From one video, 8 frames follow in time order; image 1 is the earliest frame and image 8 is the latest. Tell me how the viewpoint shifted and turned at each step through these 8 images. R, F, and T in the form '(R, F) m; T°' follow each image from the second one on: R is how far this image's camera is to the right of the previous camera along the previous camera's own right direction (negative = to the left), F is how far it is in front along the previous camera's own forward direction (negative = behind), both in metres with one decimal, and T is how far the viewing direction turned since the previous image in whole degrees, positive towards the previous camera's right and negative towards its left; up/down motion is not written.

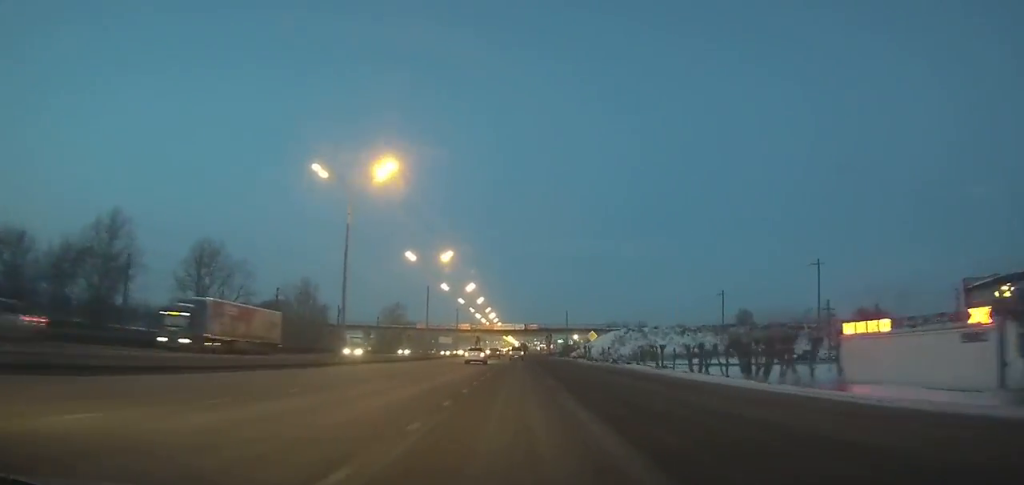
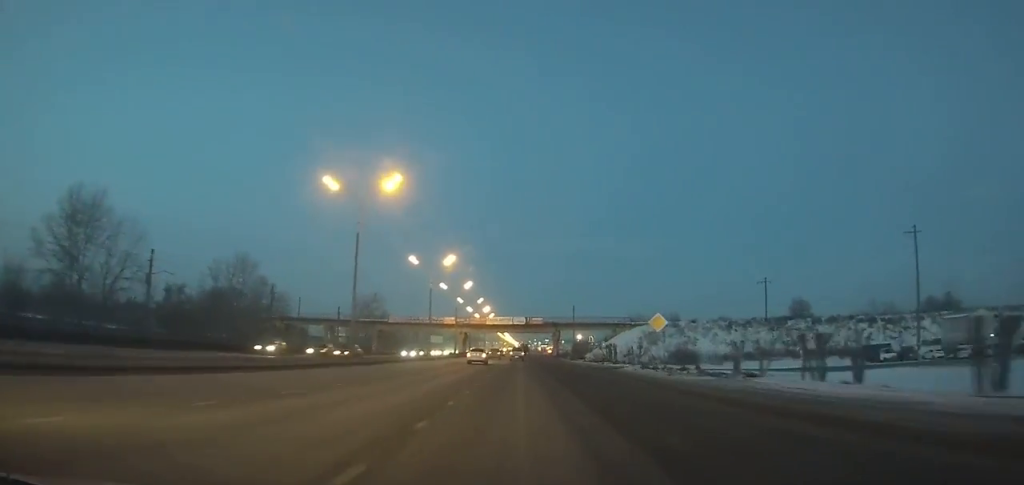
(-0.1, +31.3) m; 0°
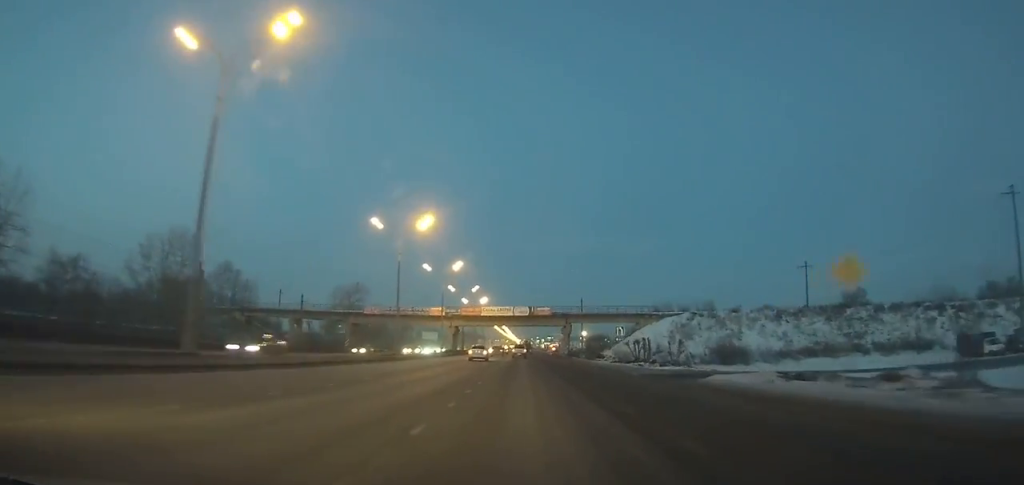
(0.0, +21.3) m; 0°
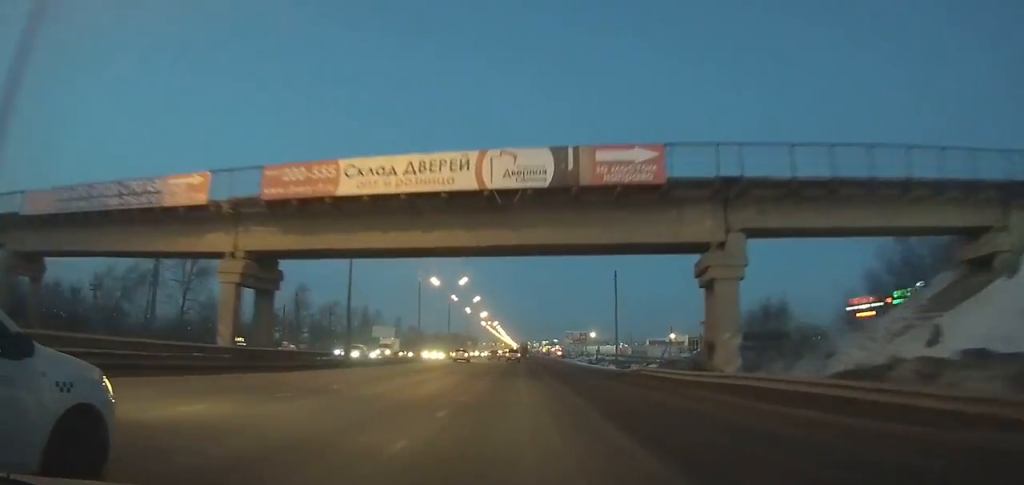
(+0.3, +75.1) m; 0°
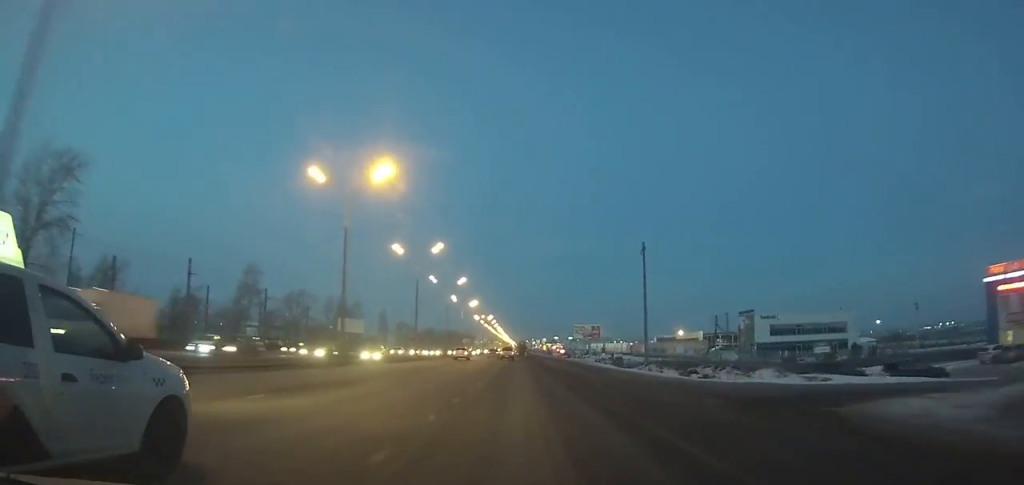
(+0.1, +29.4) m; 0°
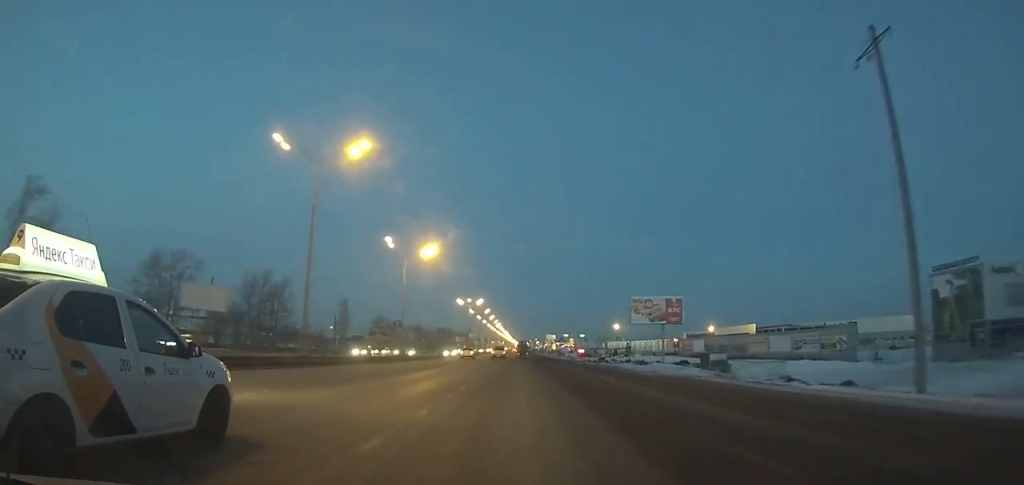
(+0.3, +64.1) m; 0°
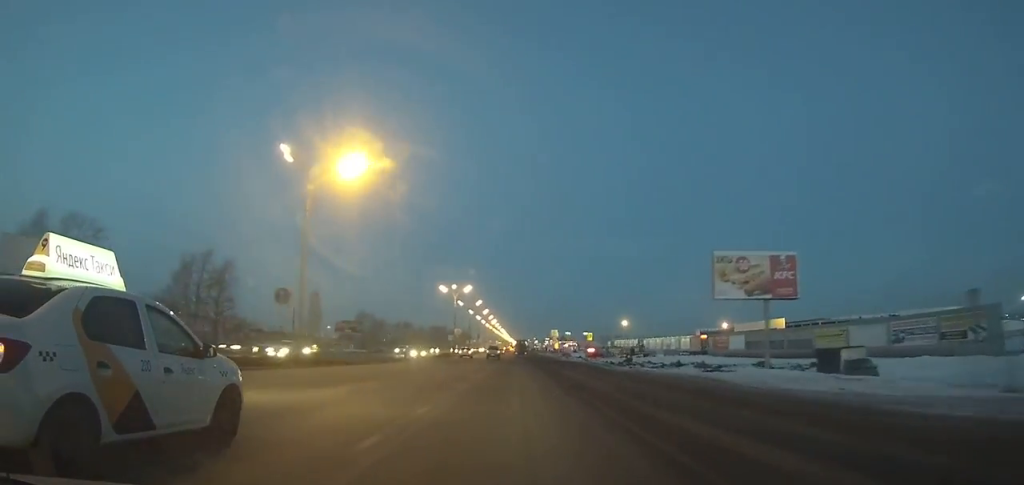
(0.0, +28.1) m; 0°
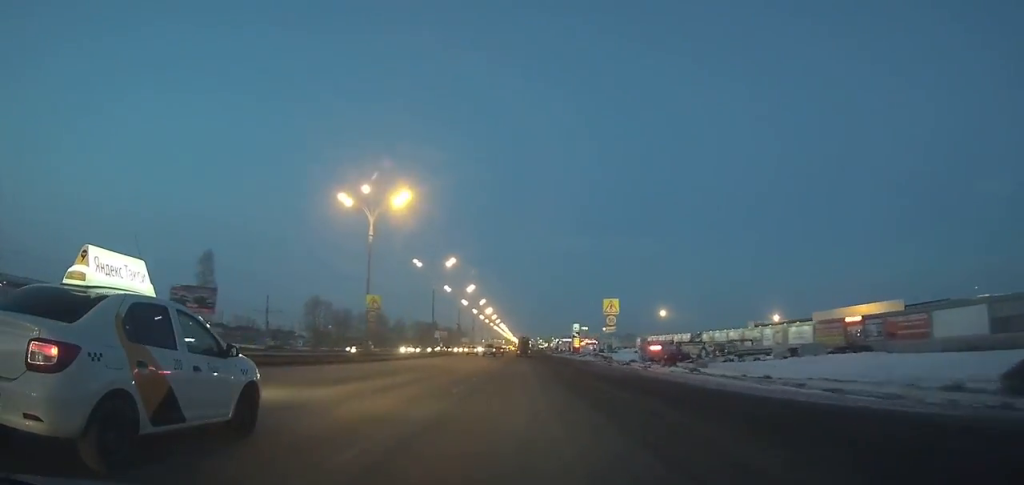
(-0.6, +66.1) m; -1°
